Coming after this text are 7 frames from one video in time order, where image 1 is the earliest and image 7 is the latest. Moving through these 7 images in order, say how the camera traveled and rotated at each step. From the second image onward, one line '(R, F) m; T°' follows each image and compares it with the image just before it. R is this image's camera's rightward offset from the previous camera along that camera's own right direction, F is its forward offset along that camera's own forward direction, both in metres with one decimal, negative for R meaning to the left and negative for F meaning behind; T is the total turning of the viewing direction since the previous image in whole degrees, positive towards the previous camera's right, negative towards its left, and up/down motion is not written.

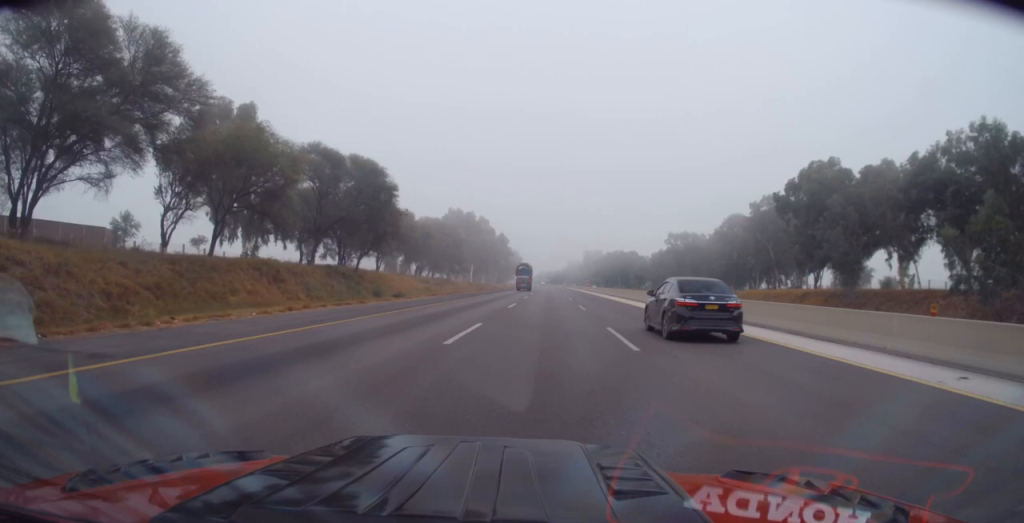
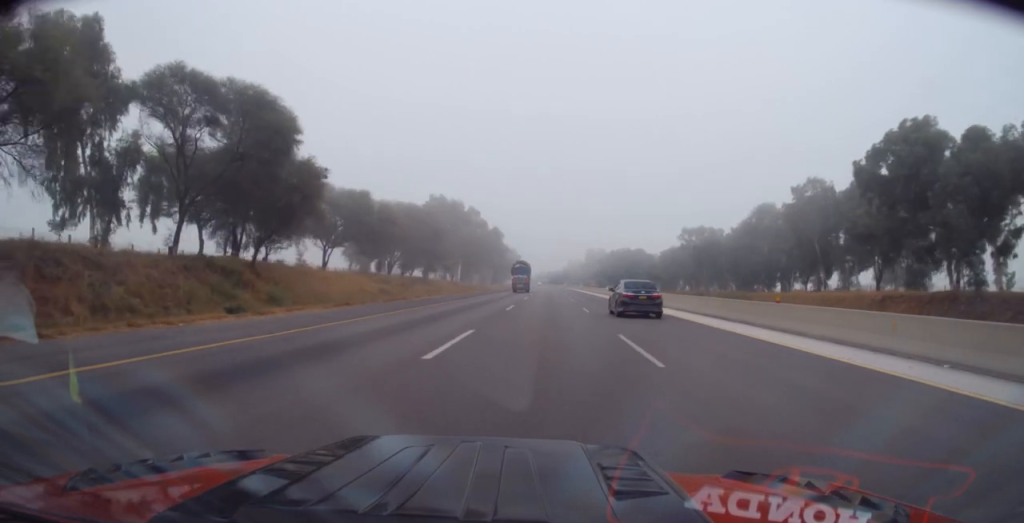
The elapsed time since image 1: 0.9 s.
(-0.3, +20.3) m; -1°
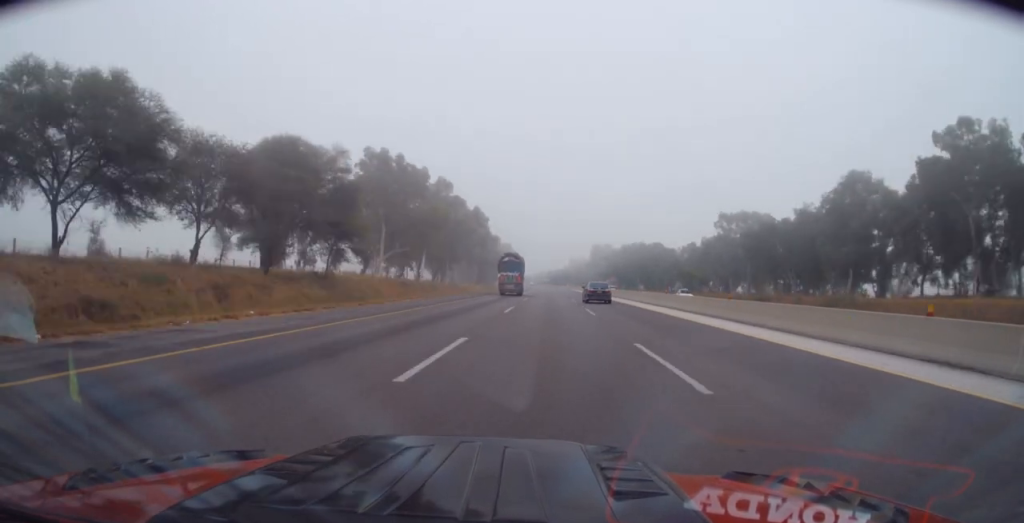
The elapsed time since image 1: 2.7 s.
(0.0, +38.0) m; 0°
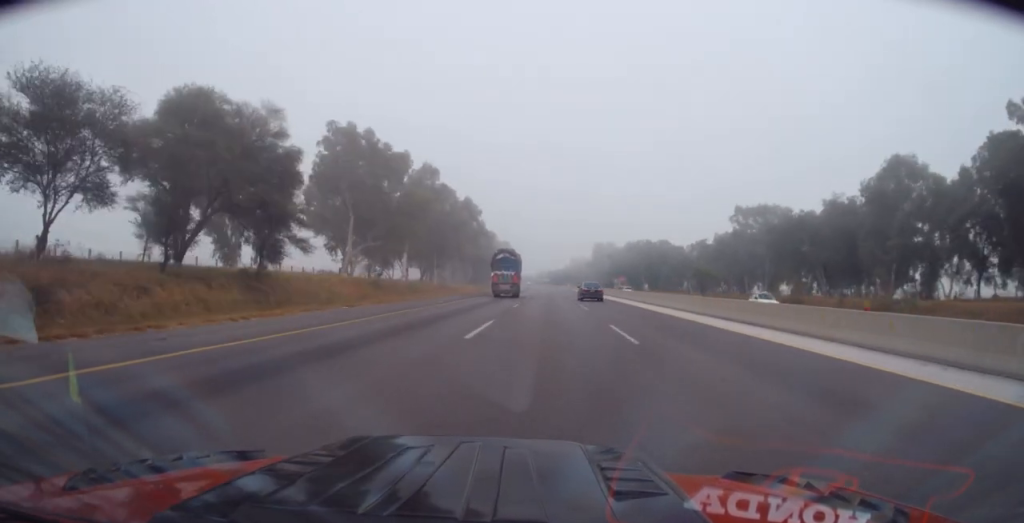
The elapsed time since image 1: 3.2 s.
(0.0, +11.8) m; 0°
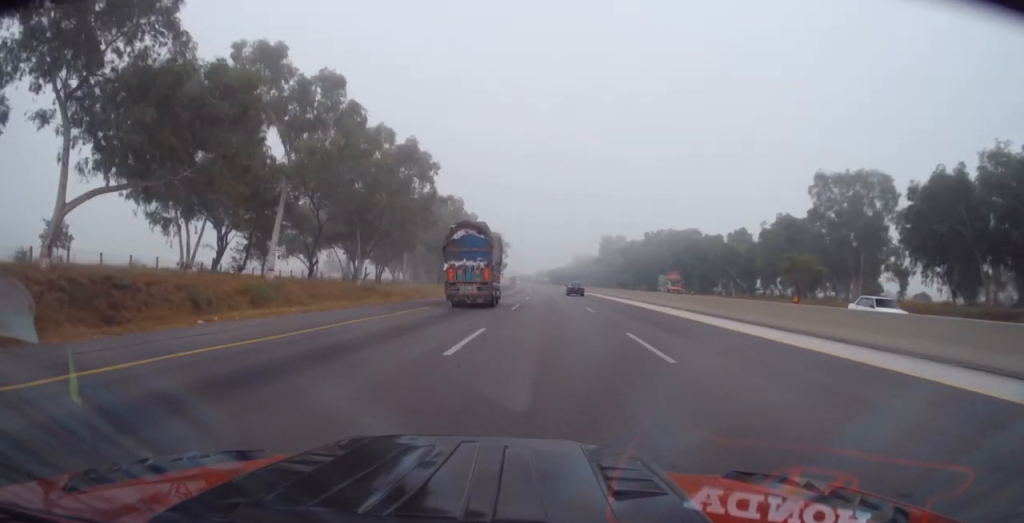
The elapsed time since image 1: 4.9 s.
(+0.4, +39.0) m; 0°
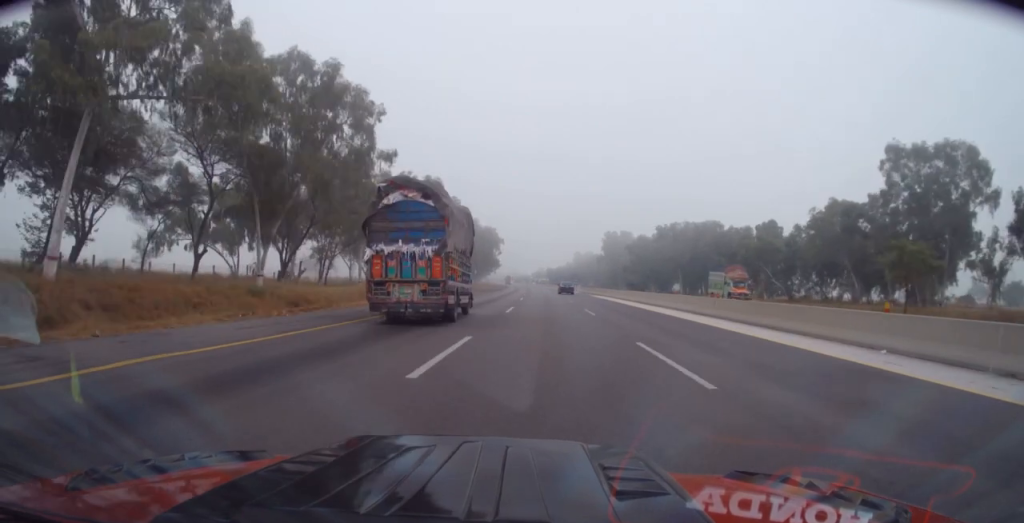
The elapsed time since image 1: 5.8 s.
(-0.3, +20.6) m; 0°
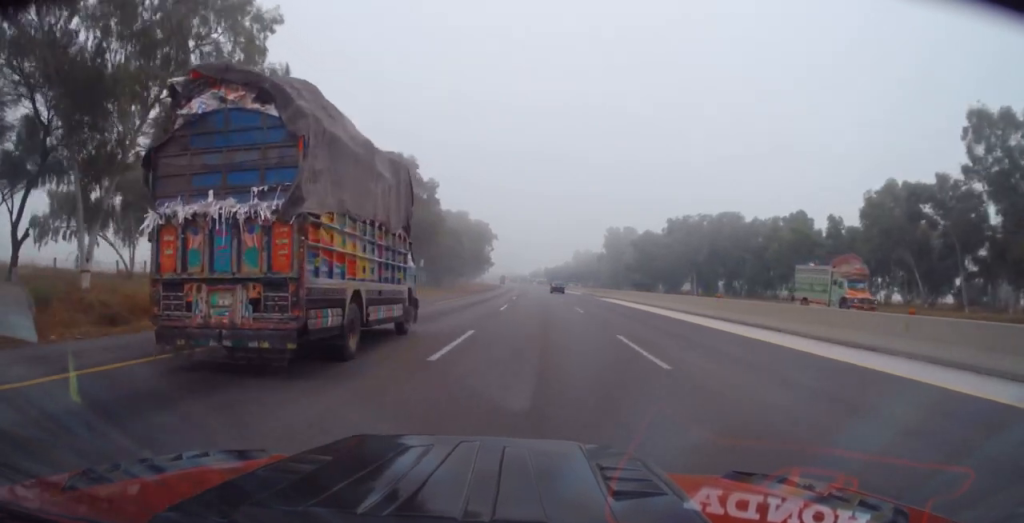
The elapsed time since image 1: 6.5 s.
(+0.2, +16.1) m; +1°
